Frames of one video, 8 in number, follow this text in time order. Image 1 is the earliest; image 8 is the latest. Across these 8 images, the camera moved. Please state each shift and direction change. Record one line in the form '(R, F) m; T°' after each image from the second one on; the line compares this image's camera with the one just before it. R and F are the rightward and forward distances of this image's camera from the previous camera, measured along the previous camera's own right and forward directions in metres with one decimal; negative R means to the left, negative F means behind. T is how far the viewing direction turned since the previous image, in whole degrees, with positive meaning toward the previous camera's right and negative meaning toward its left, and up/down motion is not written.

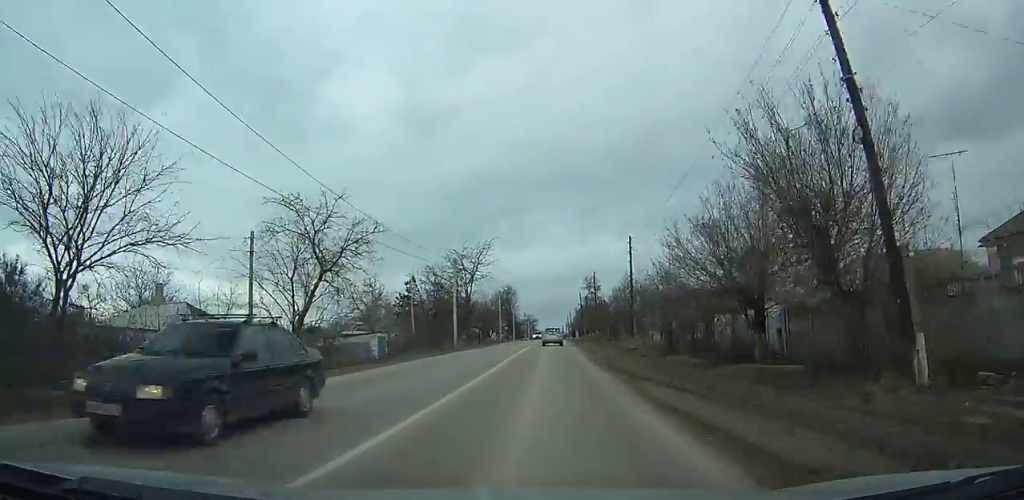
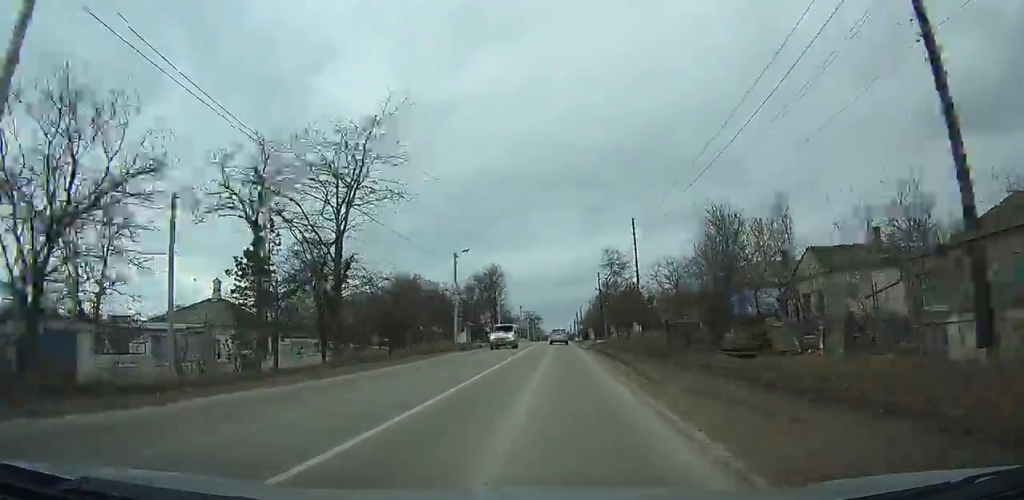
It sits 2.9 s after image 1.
(-0.5, +42.1) m; -1°
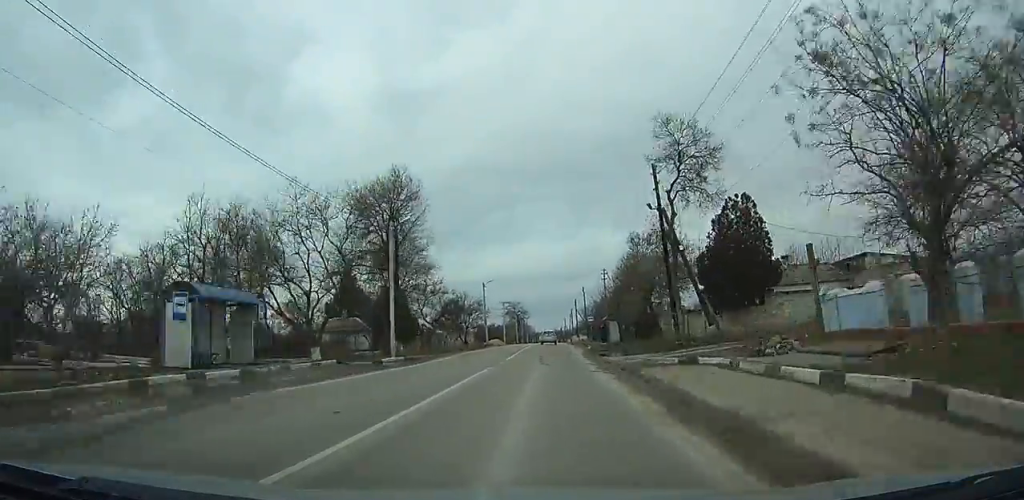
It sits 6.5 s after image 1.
(+0.3, +53.2) m; 0°
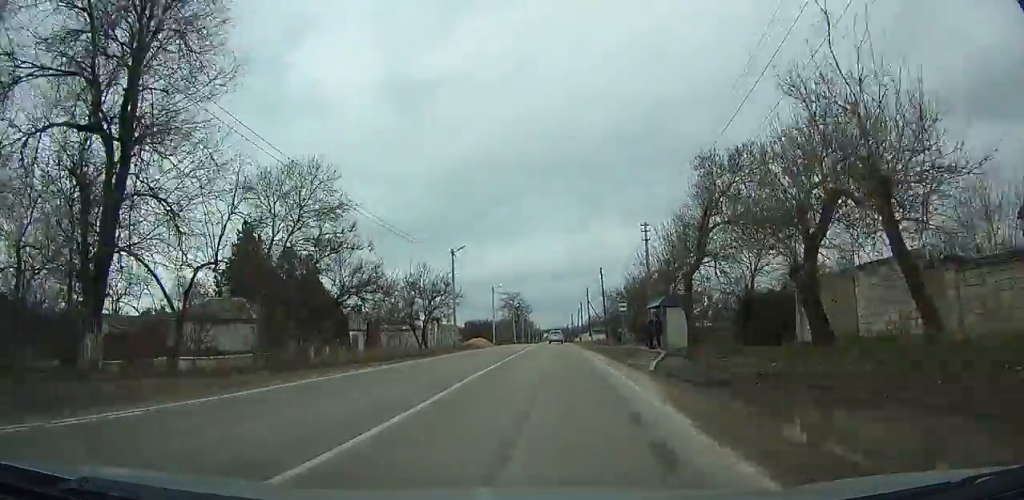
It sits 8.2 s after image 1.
(-0.1, +26.9) m; 0°
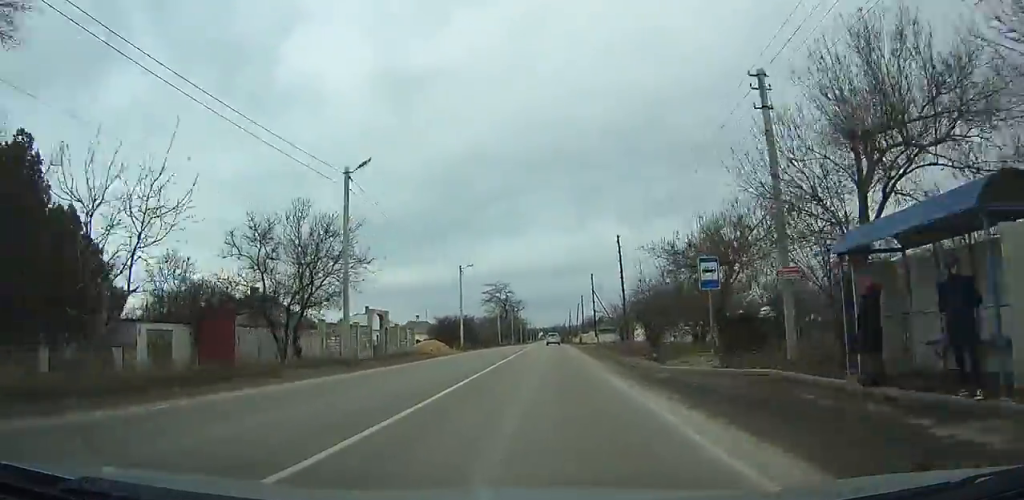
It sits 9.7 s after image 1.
(+0.1, +24.2) m; 0°
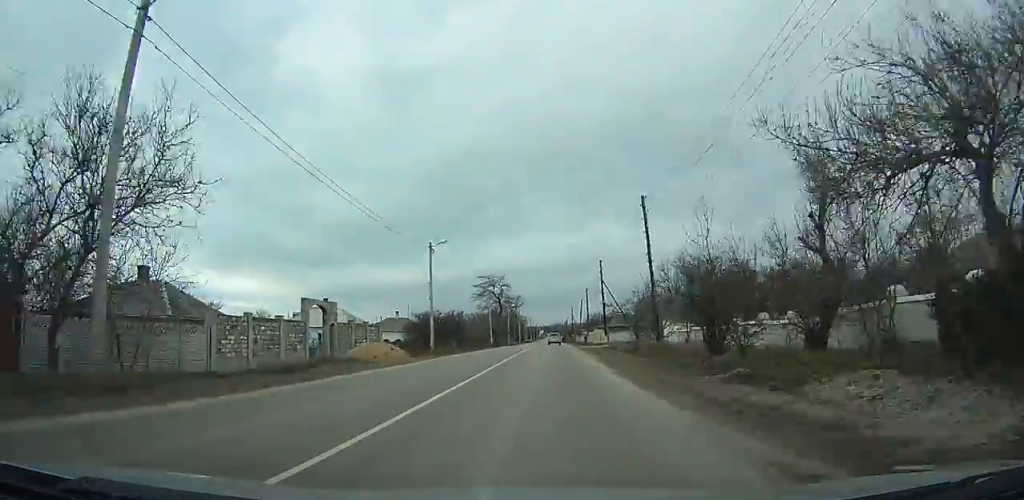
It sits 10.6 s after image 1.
(+0.1, +13.8) m; 0°
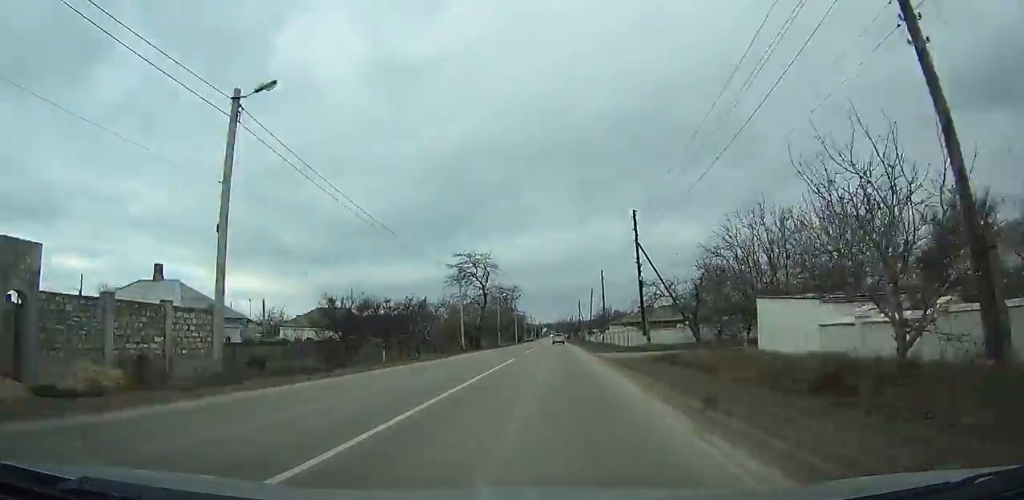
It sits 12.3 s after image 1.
(-0.3, +27.1) m; -1°
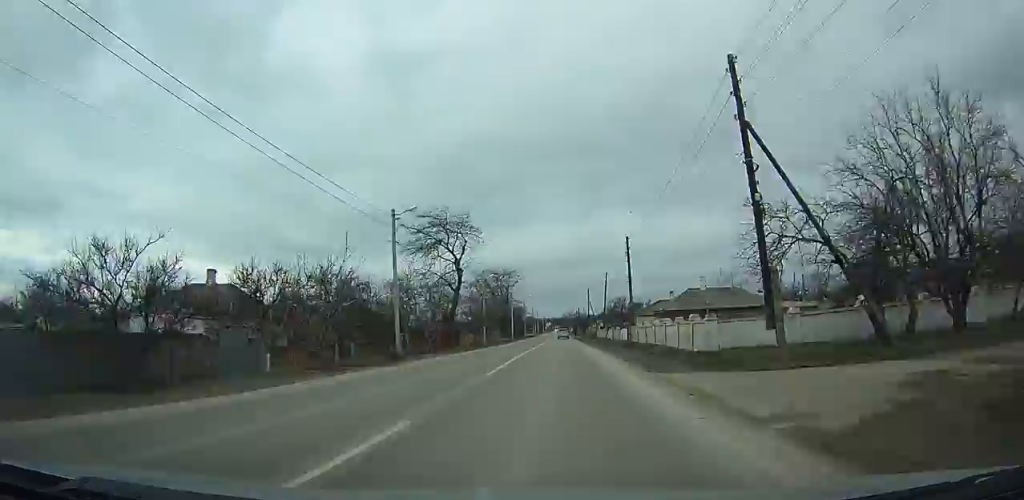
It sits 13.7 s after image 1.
(-0.1, +23.1) m; 0°
